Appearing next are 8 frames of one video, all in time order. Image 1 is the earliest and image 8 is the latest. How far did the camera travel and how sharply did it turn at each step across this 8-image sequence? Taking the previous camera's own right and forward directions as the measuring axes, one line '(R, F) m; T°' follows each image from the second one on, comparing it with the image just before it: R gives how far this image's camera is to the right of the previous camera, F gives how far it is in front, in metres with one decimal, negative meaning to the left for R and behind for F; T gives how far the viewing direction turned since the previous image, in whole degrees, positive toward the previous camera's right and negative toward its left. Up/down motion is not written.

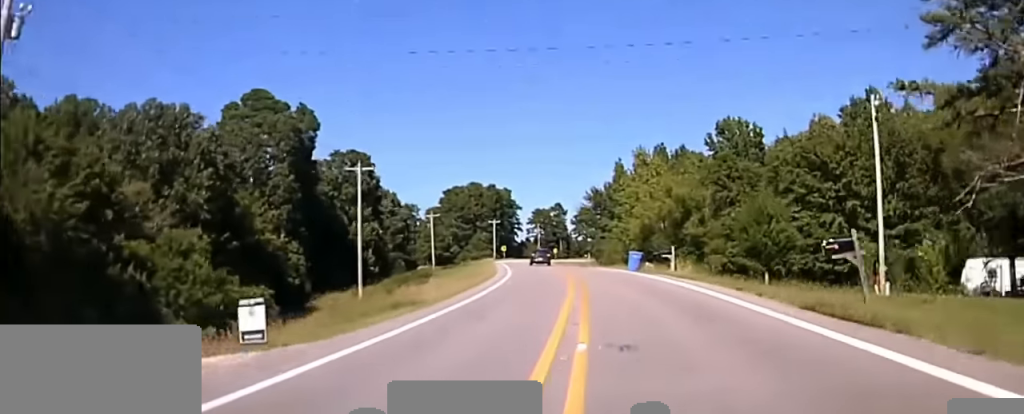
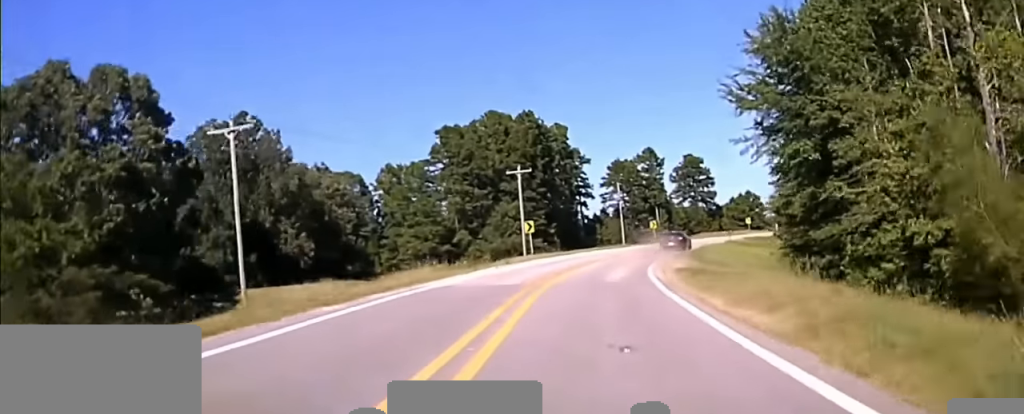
(-6.8, +101.7) m; -5°
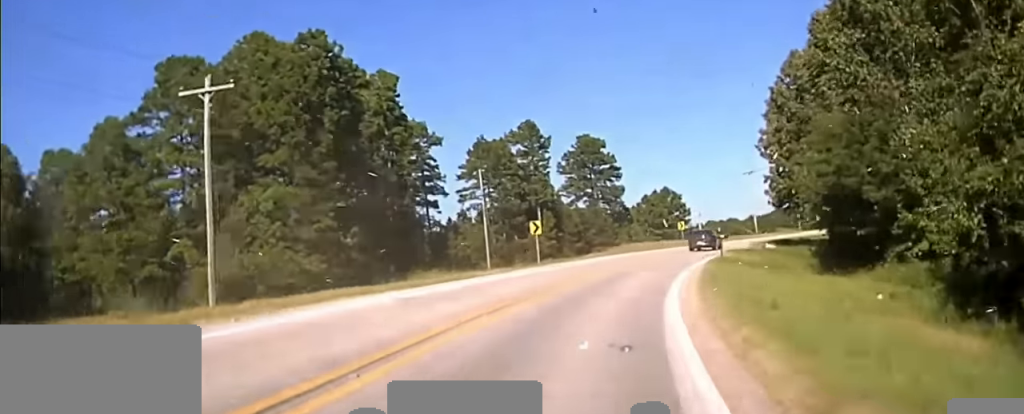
(+2.2, +62.3) m; +6°
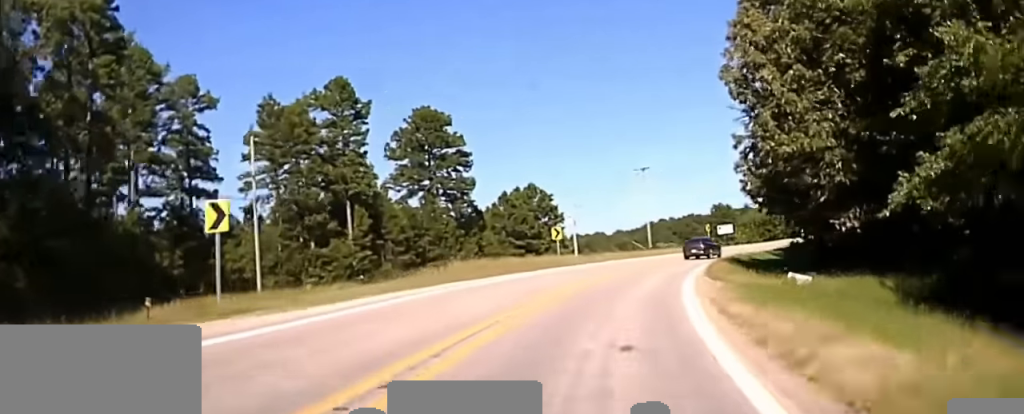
(+1.4, +32.6) m; +7°
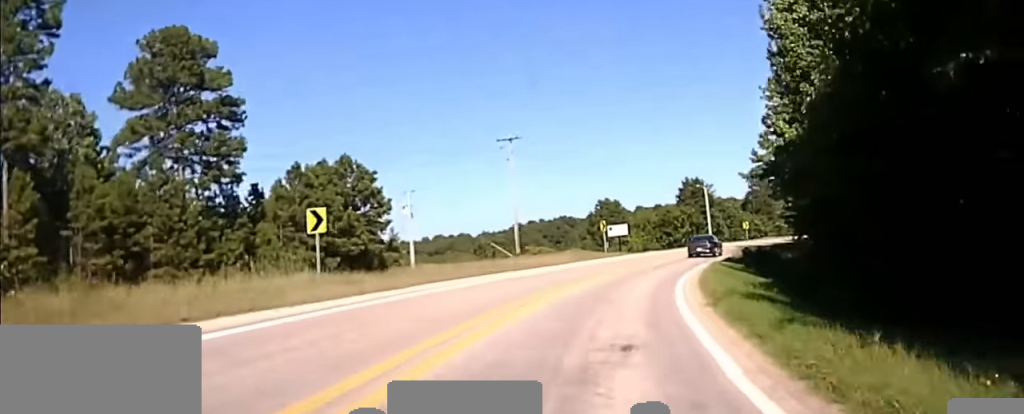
(+3.0, +27.6) m; +9°
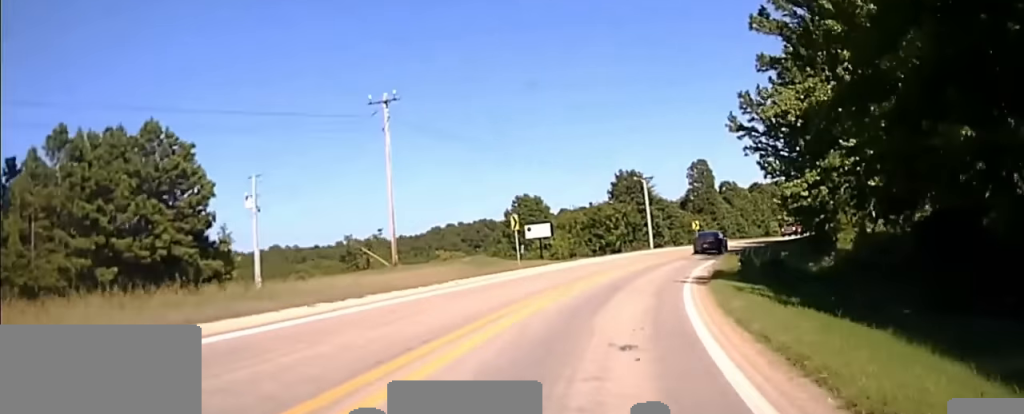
(+1.1, +16.3) m; +5°
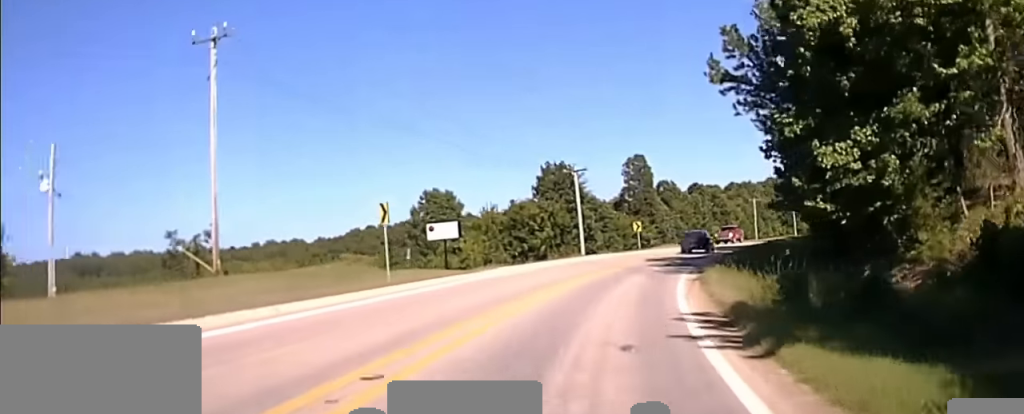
(0.0, +11.9) m; +3°
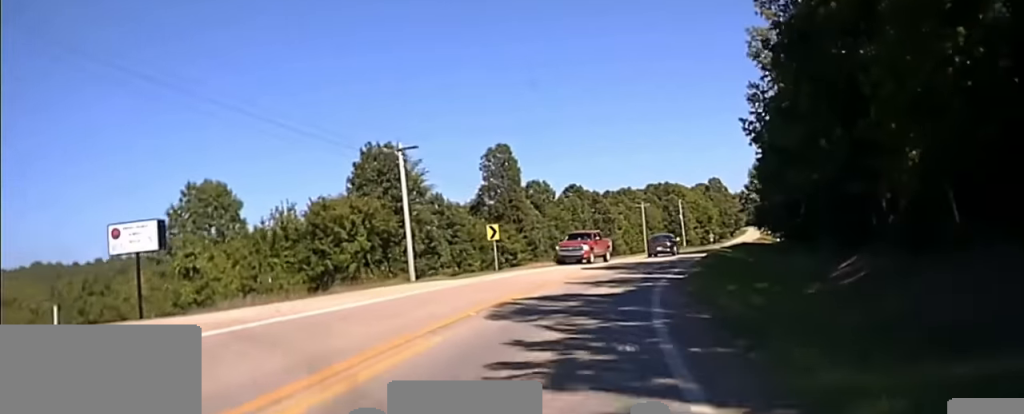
(+1.5, +25.7) m; +7°
